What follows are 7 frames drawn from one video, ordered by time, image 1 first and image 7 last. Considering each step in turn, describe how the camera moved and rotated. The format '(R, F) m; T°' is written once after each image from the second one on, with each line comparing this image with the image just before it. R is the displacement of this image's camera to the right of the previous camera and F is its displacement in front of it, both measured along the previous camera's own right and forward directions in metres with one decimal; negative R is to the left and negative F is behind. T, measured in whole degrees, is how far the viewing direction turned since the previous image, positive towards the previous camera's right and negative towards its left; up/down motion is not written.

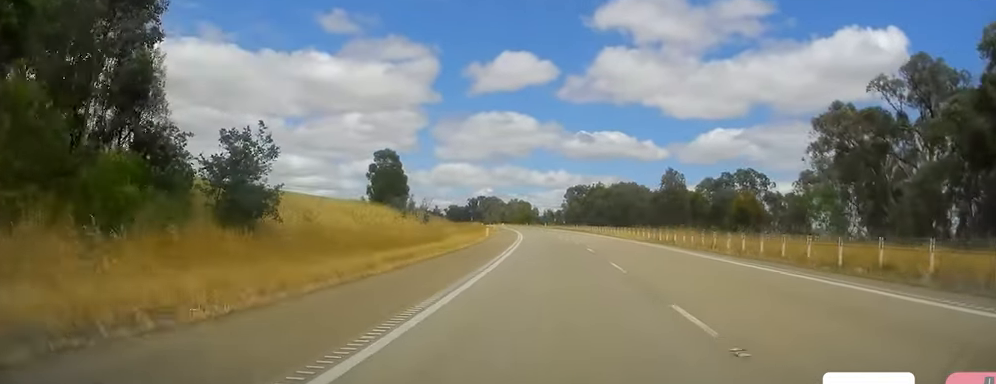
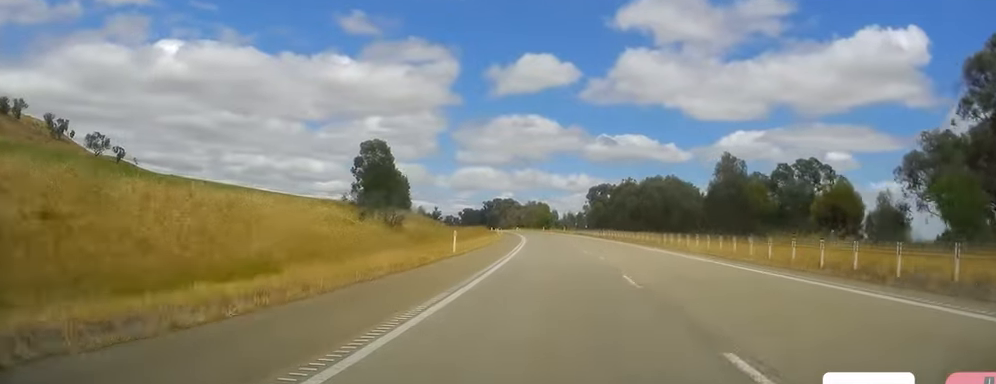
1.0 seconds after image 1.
(-0.4, +28.5) m; -1°
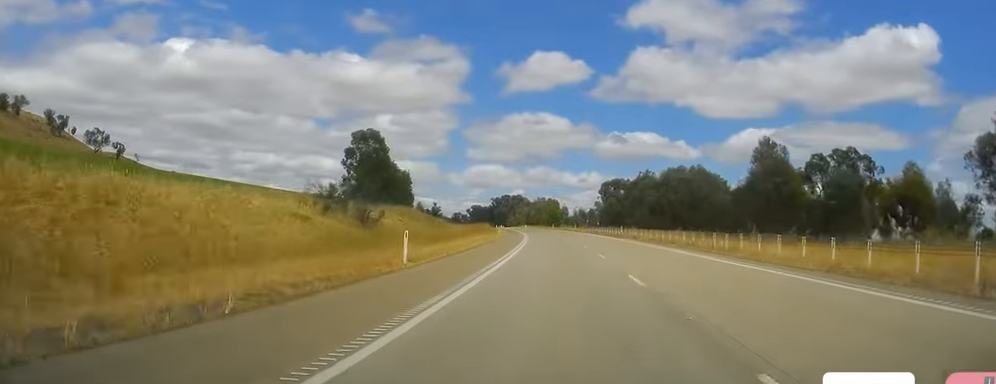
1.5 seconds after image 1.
(-0.1, +13.3) m; -1°
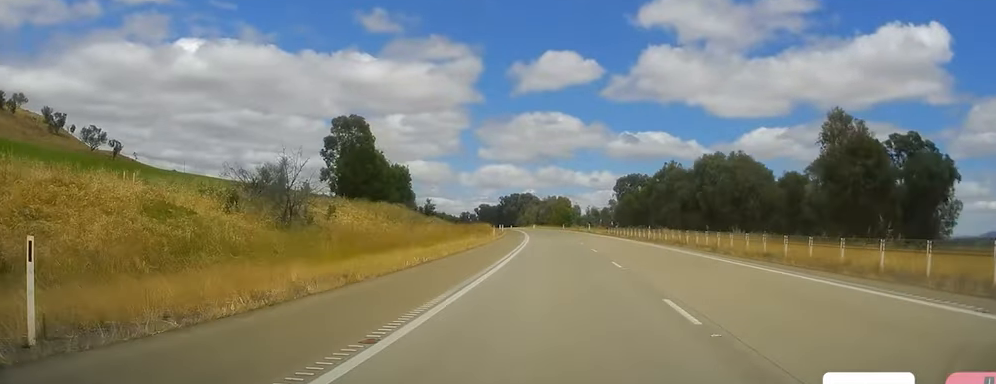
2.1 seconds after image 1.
(+0.1, +18.0) m; -1°
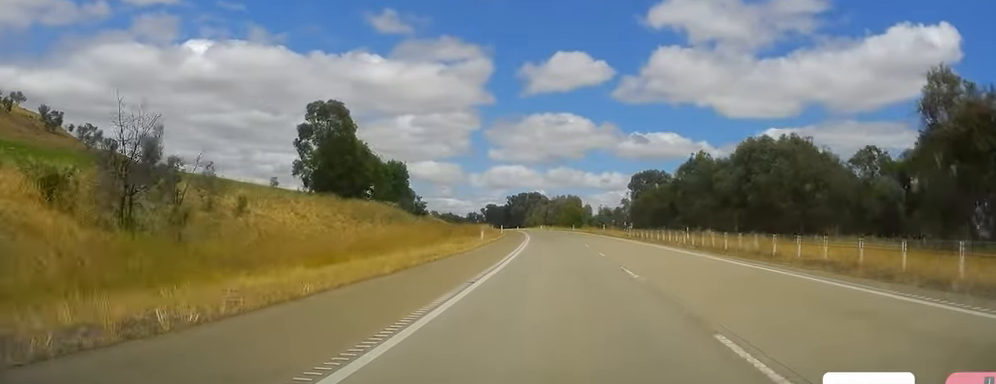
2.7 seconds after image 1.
(-0.2, +16.0) m; -1°
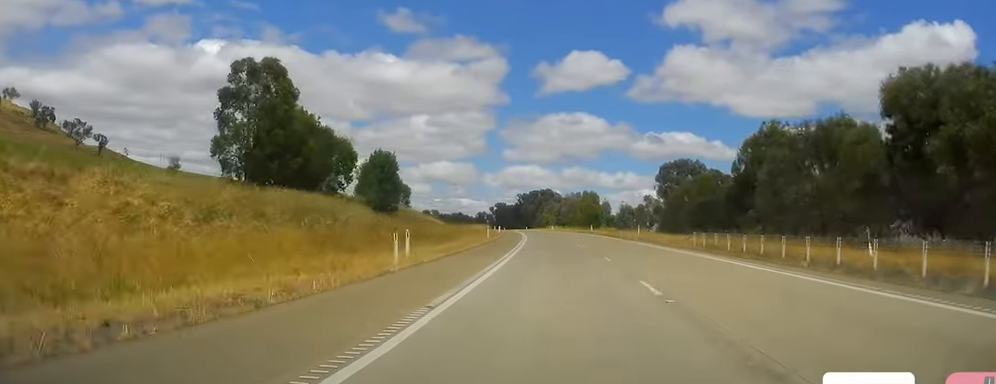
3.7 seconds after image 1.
(-0.6, +28.2) m; -2°
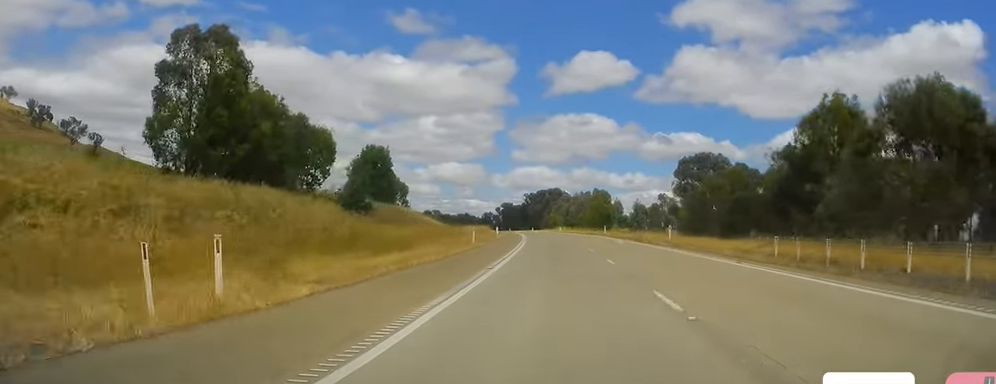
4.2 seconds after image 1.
(-0.2, +14.1) m; -1°
